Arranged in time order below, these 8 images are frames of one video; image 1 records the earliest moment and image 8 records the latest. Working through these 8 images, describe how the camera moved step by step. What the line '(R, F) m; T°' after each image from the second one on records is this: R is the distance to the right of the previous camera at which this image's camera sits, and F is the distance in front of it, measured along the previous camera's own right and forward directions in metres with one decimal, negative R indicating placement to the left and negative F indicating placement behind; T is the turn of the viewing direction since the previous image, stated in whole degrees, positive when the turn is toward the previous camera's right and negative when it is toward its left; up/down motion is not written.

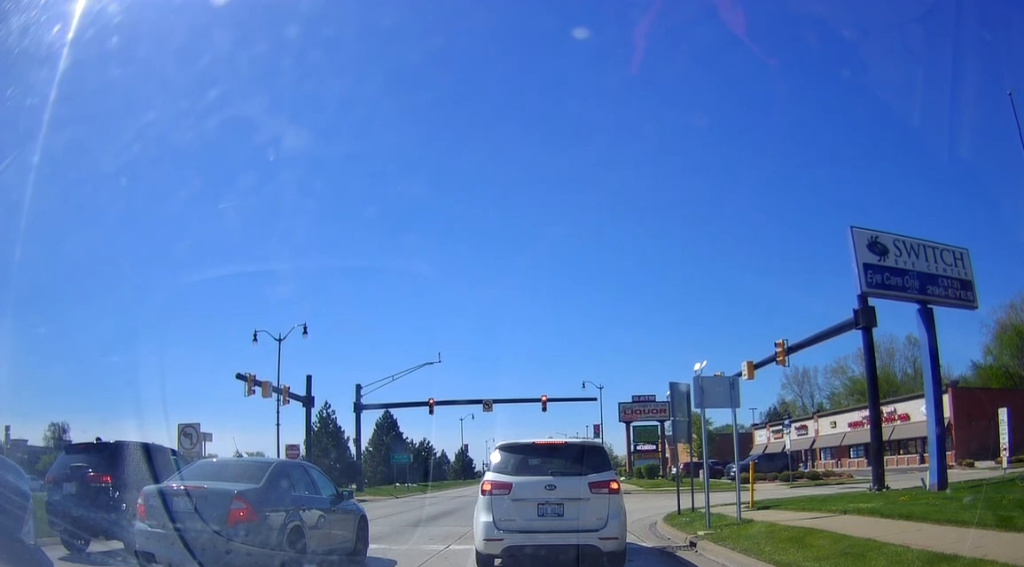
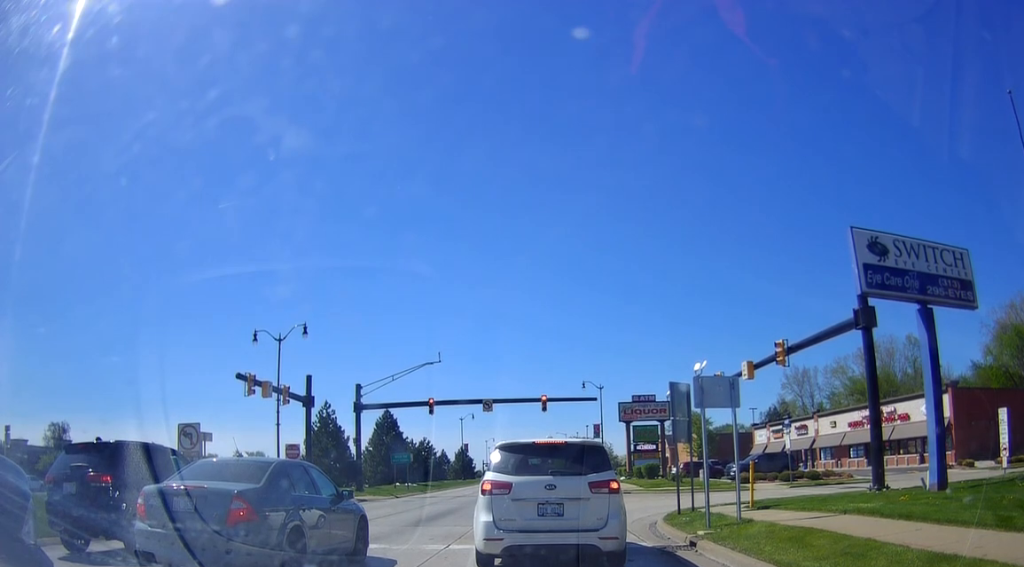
(0.0, 0.0) m; 0°
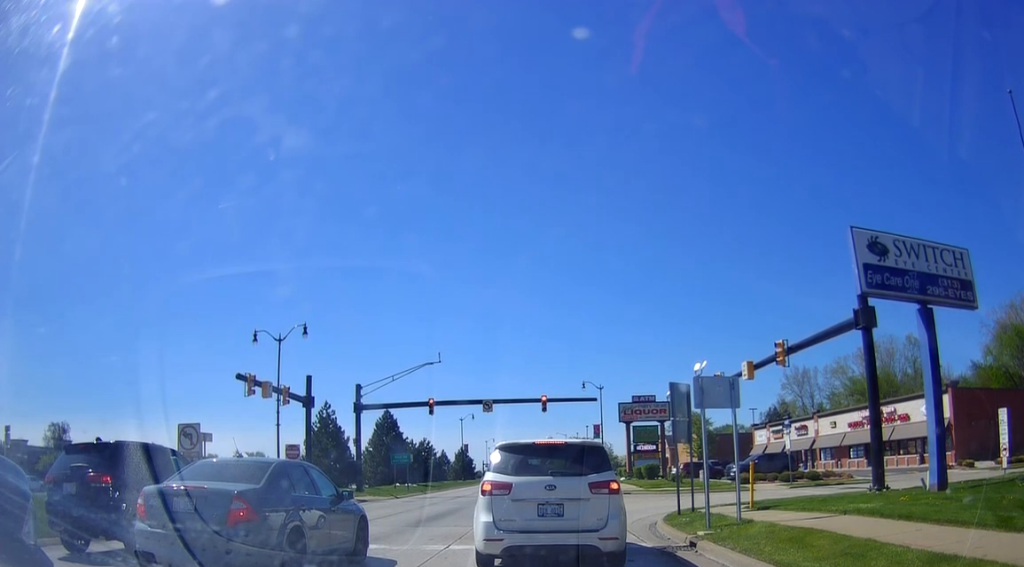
(0.0, 0.0) m; 0°
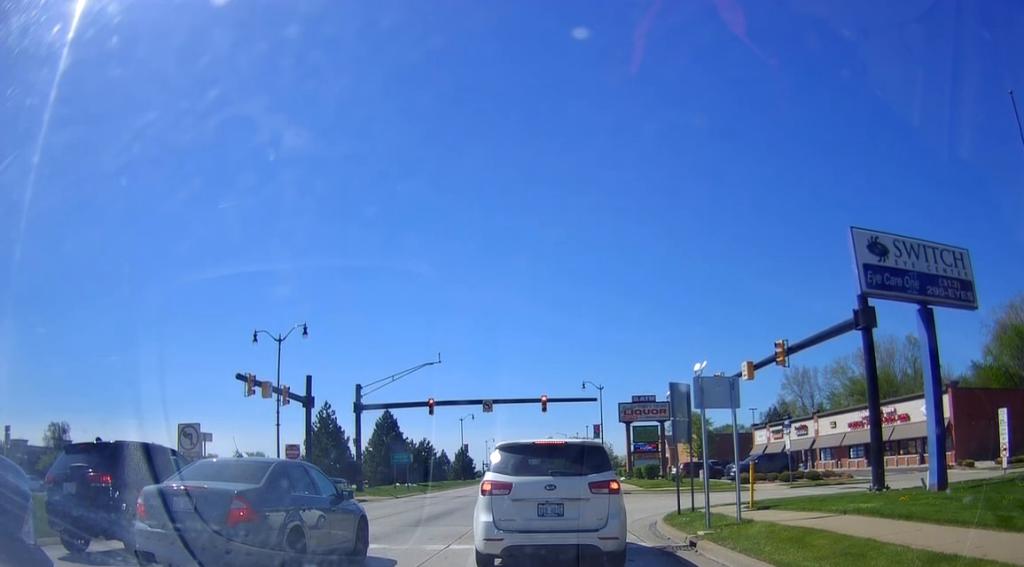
(0.0, 0.0) m; 0°
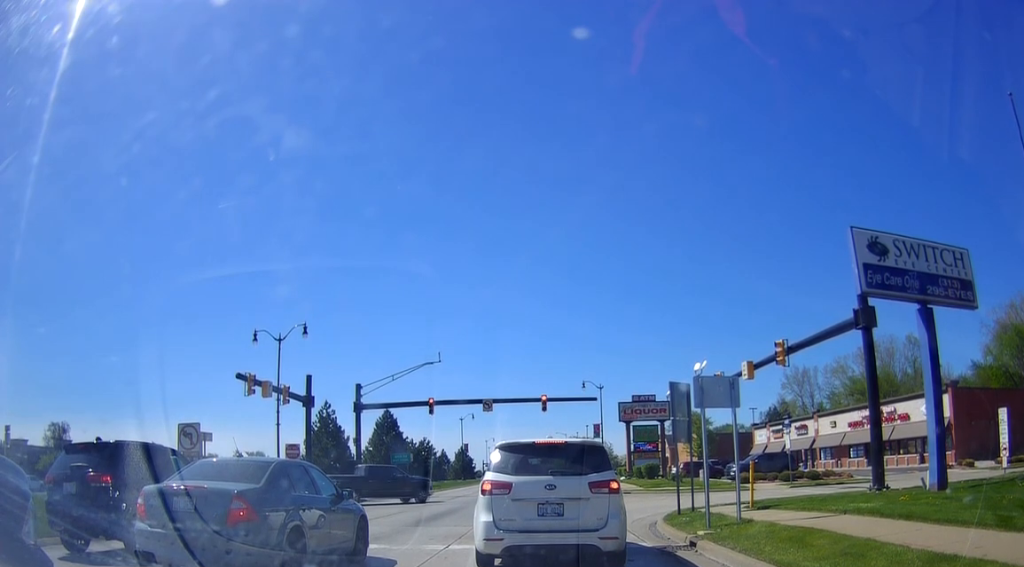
(0.0, 0.0) m; 0°
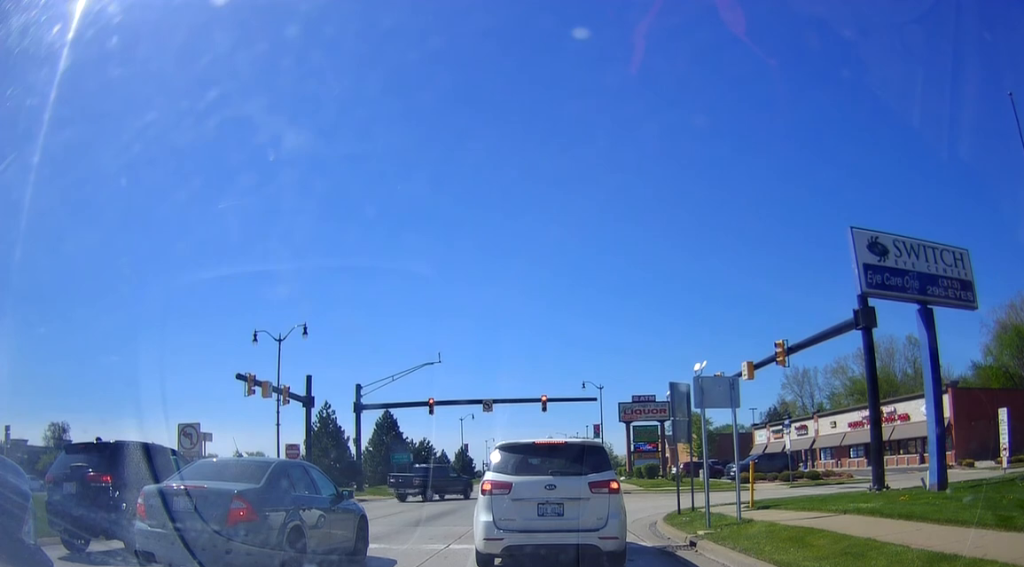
(0.0, 0.0) m; 0°
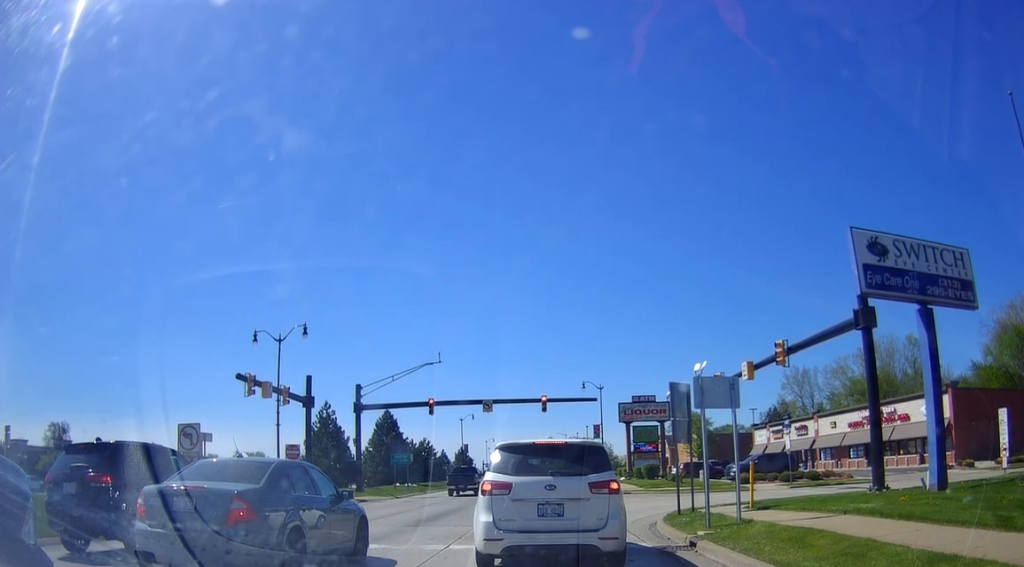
(0.0, 0.0) m; 0°
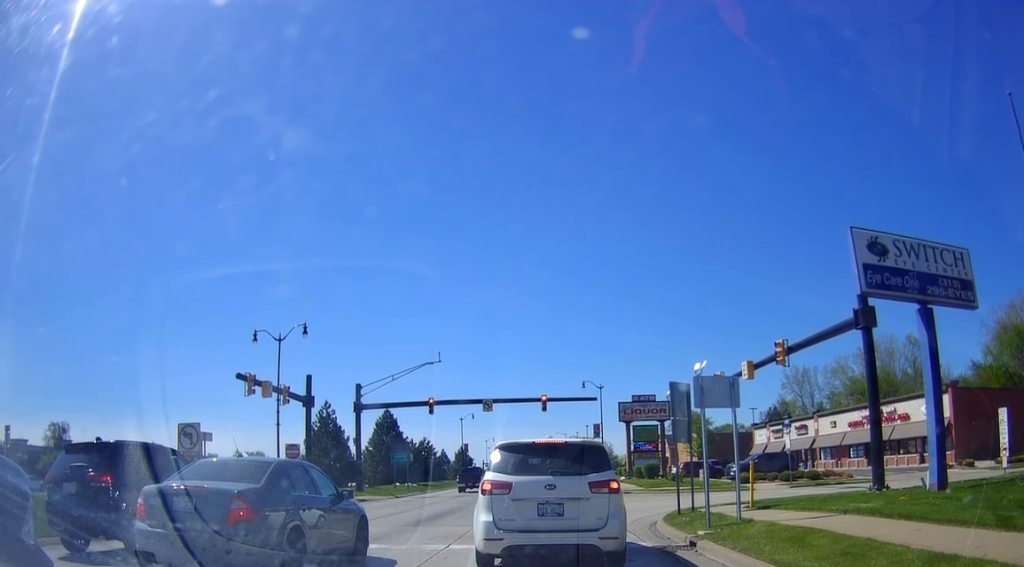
(0.0, 0.0) m; 0°
